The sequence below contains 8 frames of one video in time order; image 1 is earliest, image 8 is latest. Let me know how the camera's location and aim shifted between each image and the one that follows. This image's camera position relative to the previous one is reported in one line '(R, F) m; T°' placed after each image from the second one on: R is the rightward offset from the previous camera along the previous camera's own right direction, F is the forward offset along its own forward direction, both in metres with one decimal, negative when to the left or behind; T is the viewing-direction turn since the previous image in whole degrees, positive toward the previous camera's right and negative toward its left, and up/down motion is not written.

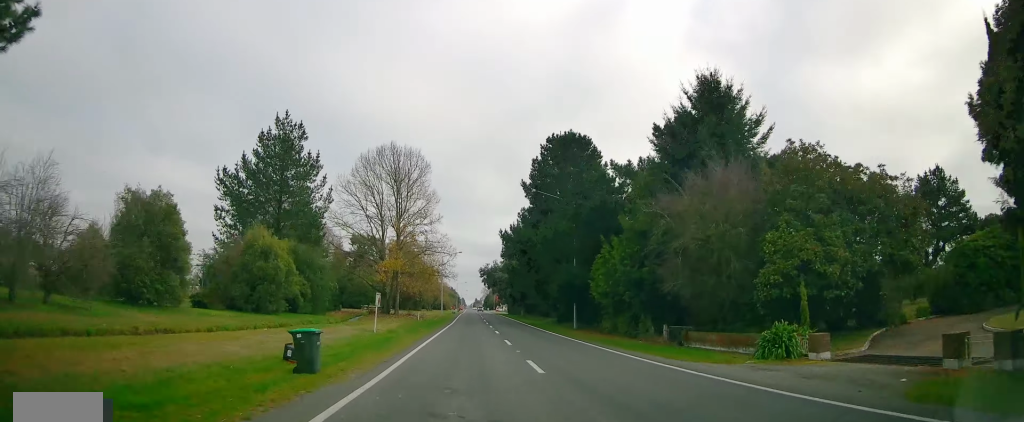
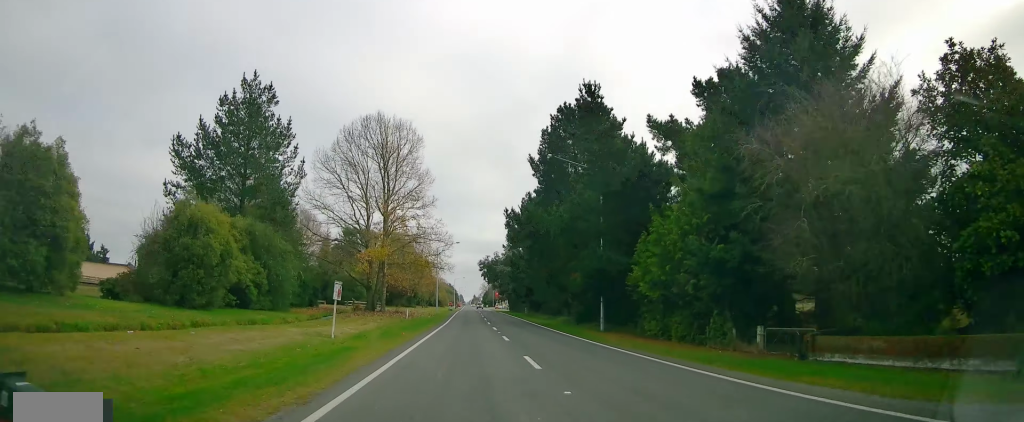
(-0.3, +10.0) m; 0°
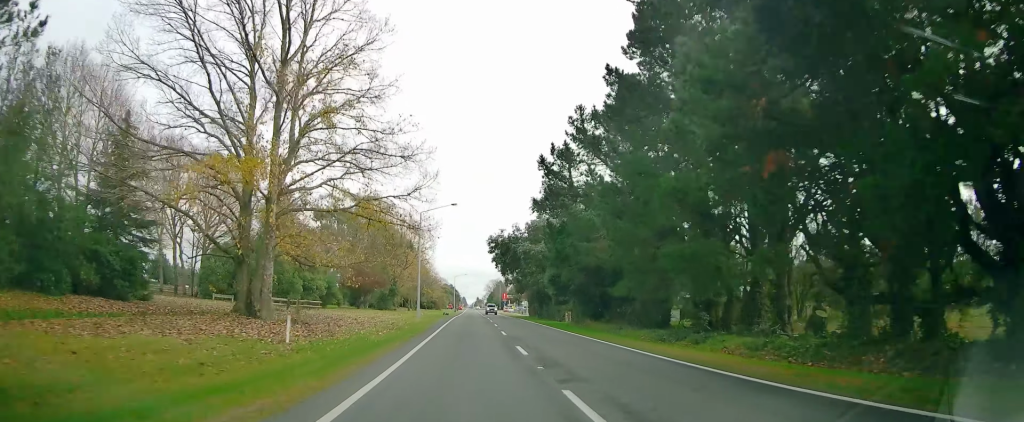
(+0.4, +36.3) m; +1°
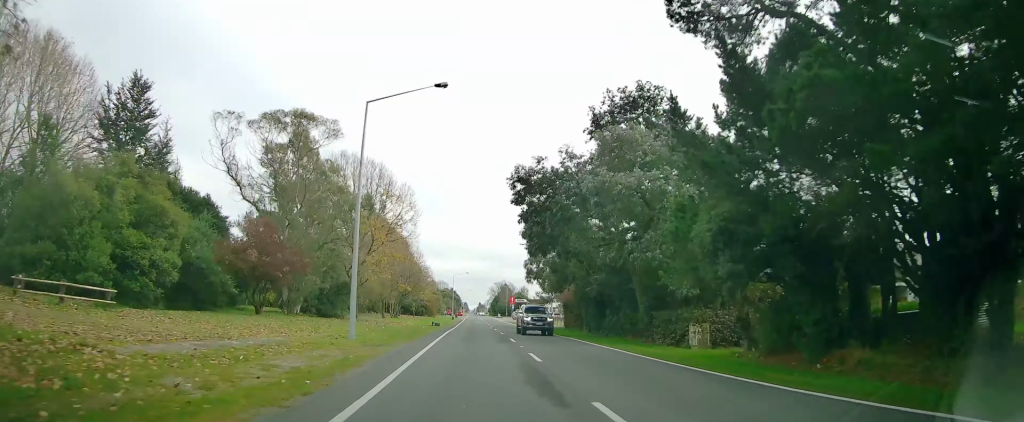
(-0.5, +31.2) m; 0°
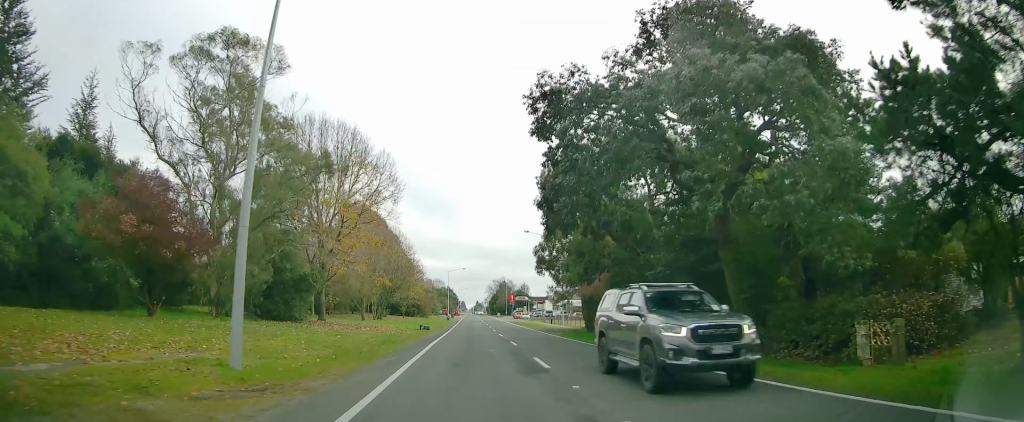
(+0.5, +11.7) m; 0°
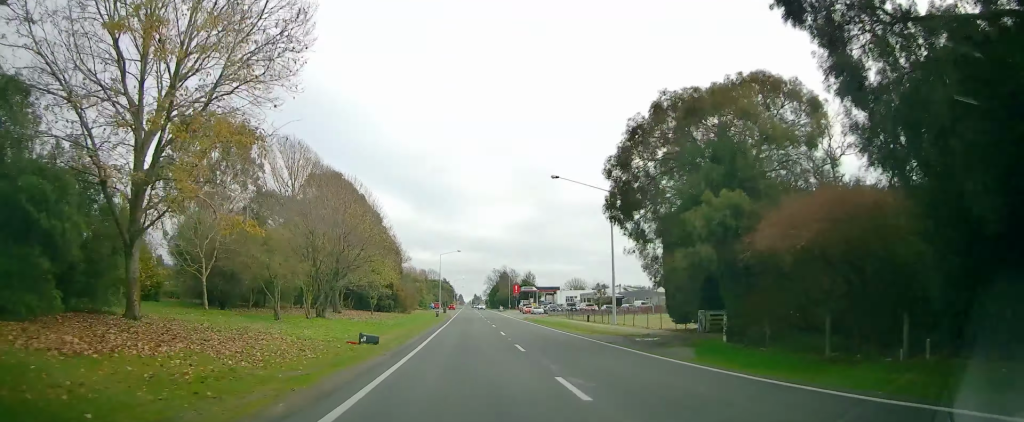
(-0.5, +25.9) m; 0°
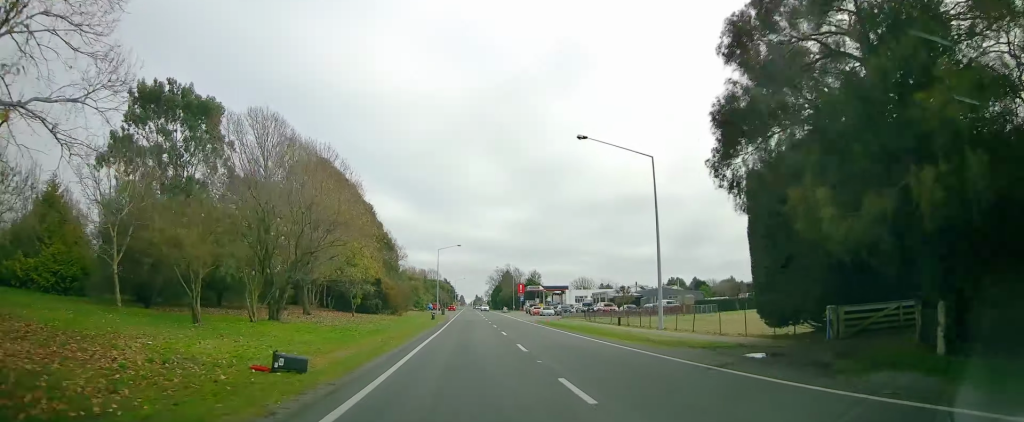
(+0.5, +10.4) m; -1°
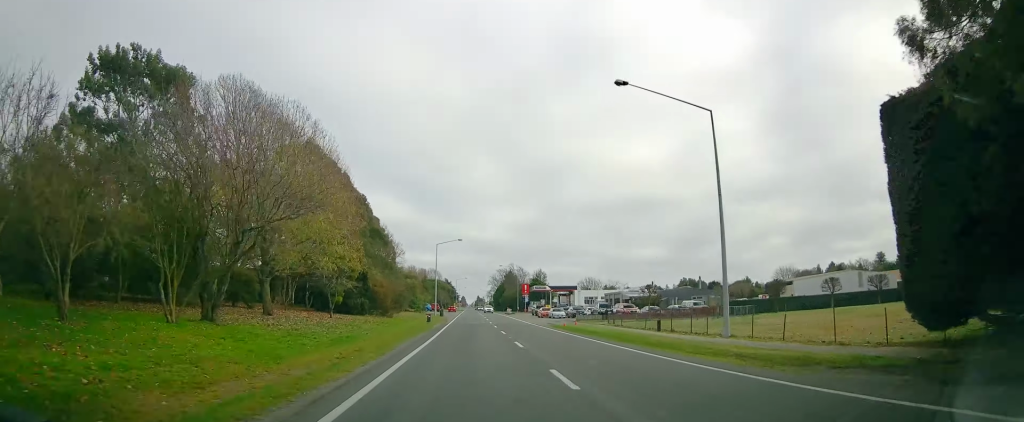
(+0.1, +8.5) m; -1°
